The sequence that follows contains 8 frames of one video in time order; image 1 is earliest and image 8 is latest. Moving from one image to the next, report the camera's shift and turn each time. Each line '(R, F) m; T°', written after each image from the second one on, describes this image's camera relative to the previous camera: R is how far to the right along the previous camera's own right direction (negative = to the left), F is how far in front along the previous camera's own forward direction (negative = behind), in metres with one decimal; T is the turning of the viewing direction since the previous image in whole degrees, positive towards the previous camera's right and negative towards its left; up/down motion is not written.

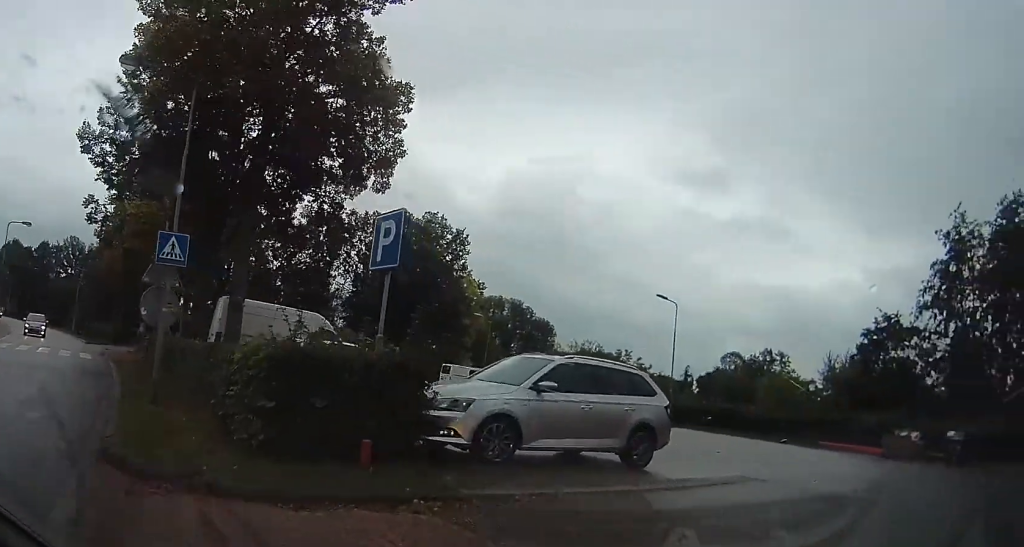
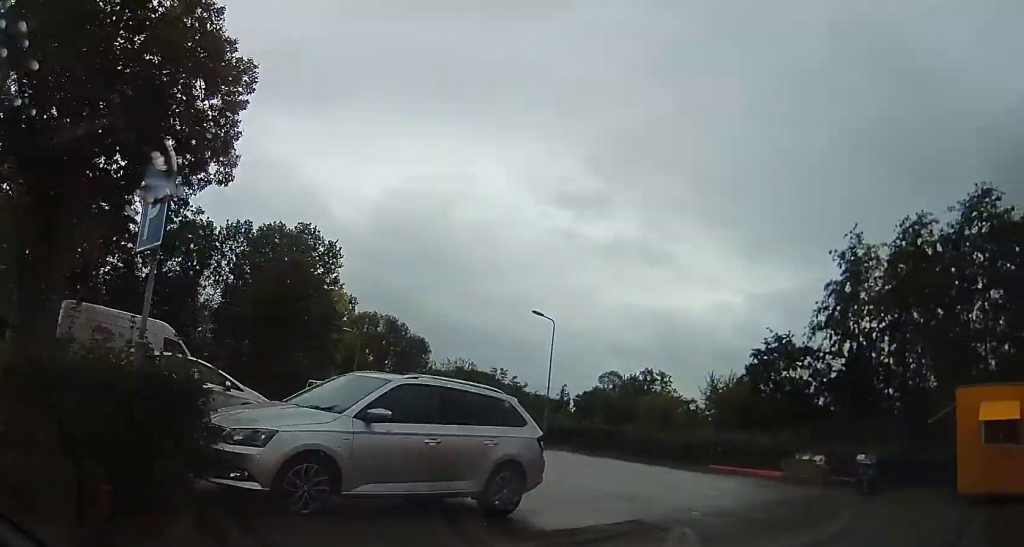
(+0.4, +2.0) m; +12°
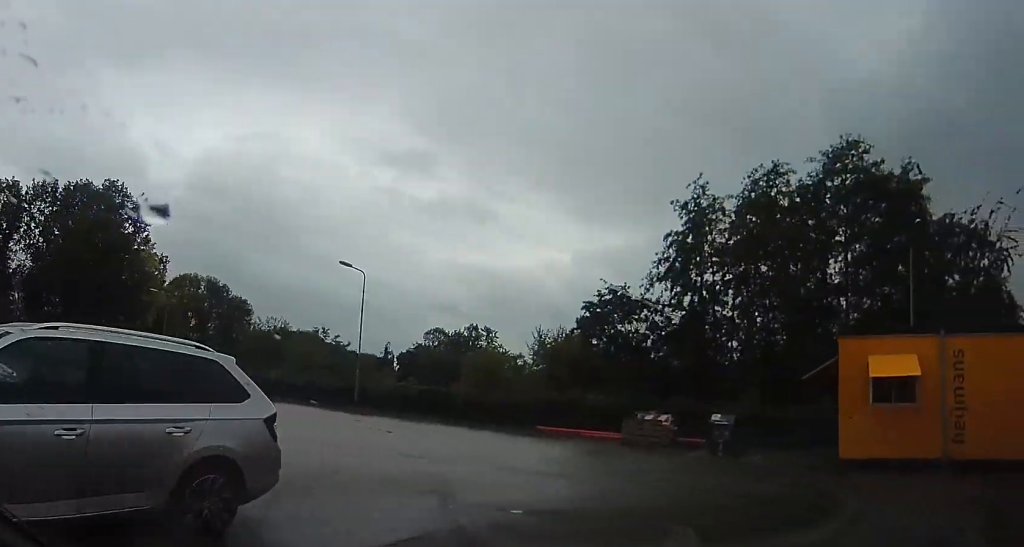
(+0.4, +2.9) m; +13°
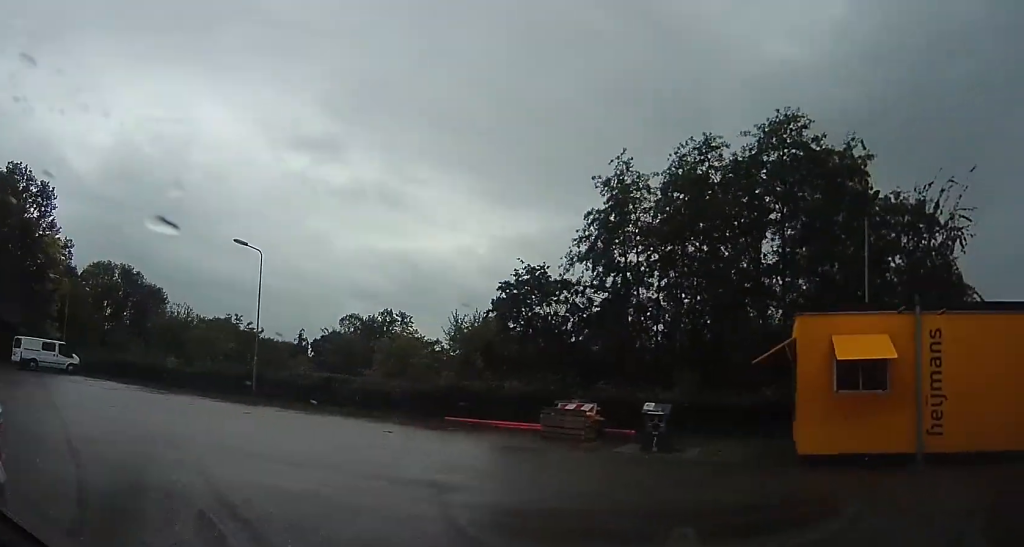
(+0.6, +2.2) m; +2°
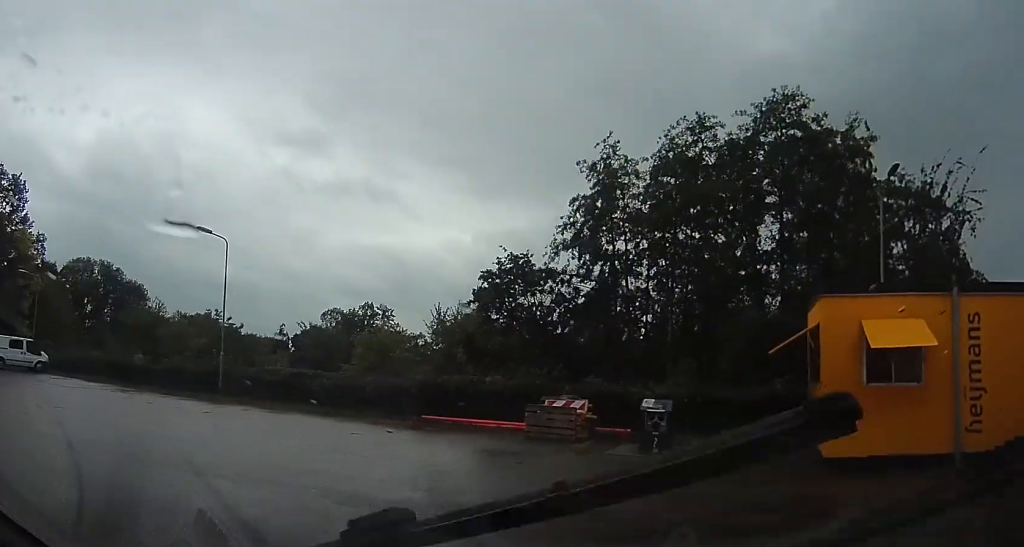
(-0.2, +1.7) m; +1°
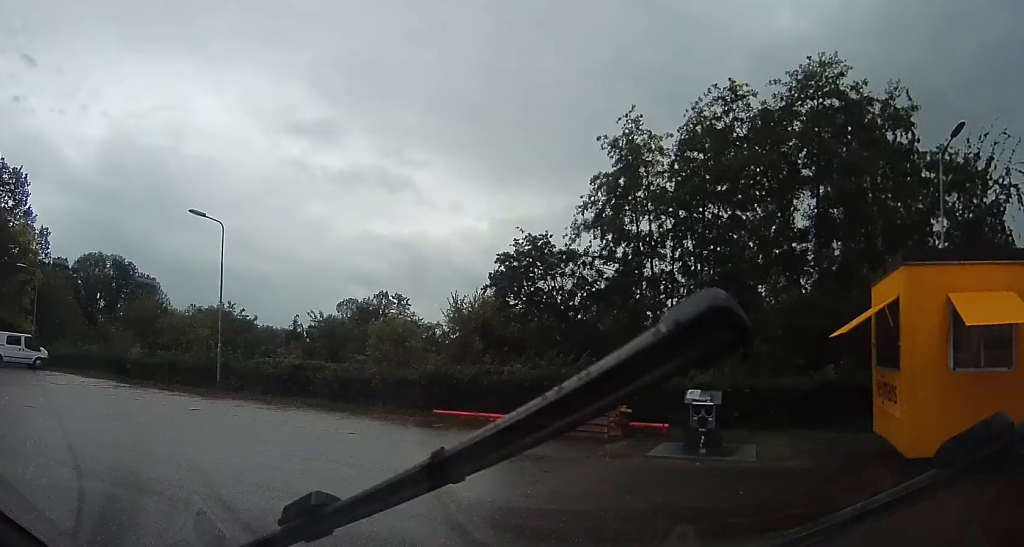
(-0.5, +1.9) m; 0°
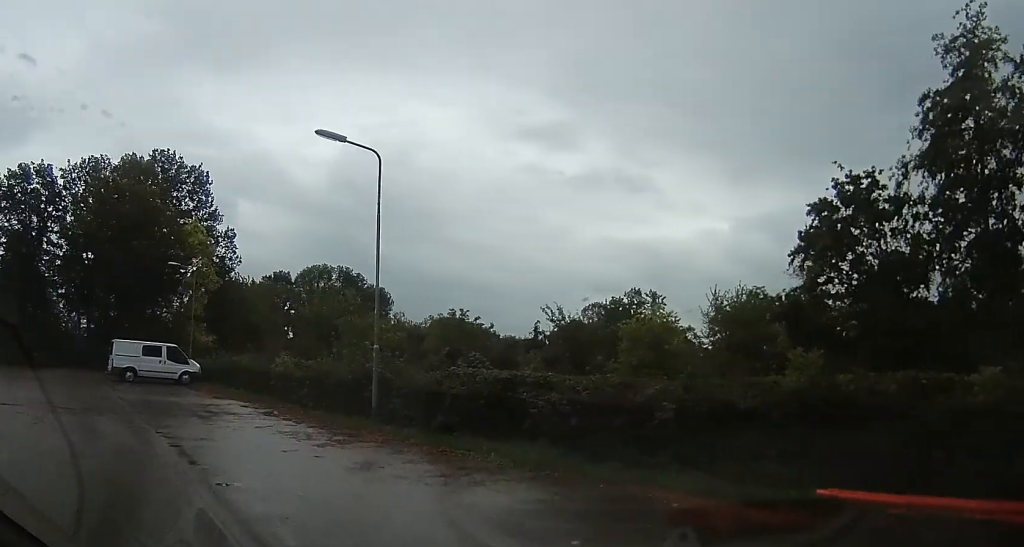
(-1.1, +9.6) m; -18°
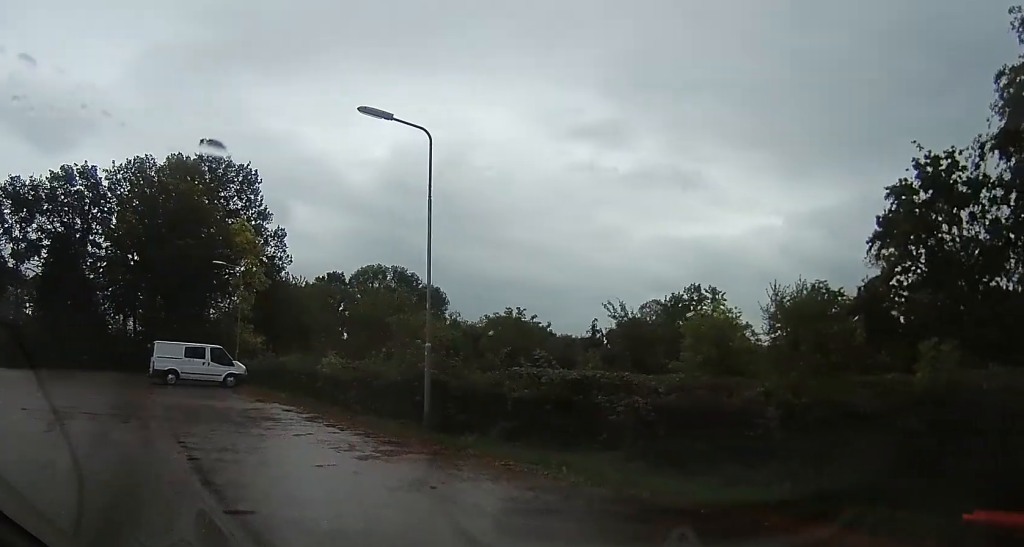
(0.0, +1.4) m; -7°
